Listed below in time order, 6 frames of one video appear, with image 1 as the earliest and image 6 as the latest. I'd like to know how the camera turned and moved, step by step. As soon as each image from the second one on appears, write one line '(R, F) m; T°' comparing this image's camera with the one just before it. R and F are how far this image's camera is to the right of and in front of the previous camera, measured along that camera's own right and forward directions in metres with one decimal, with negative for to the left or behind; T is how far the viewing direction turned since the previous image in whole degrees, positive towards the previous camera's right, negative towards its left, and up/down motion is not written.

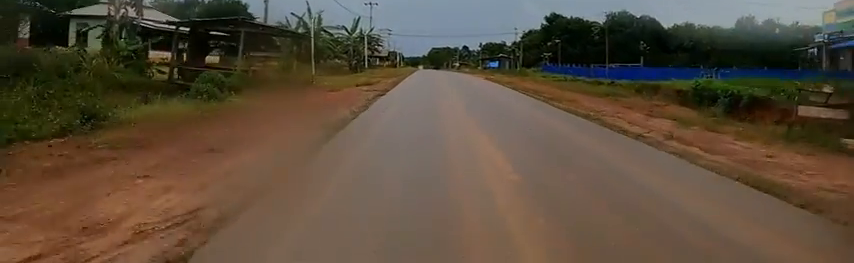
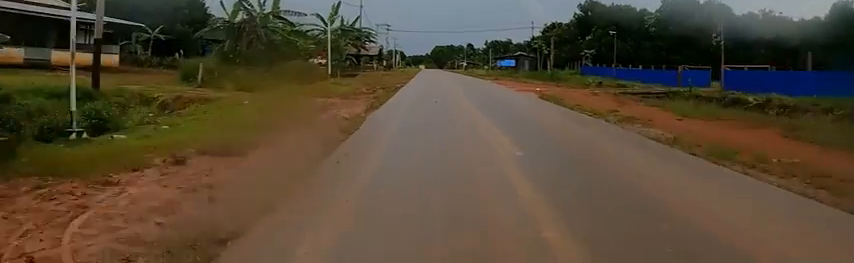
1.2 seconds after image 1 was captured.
(-0.5, +14.6) m; 0°
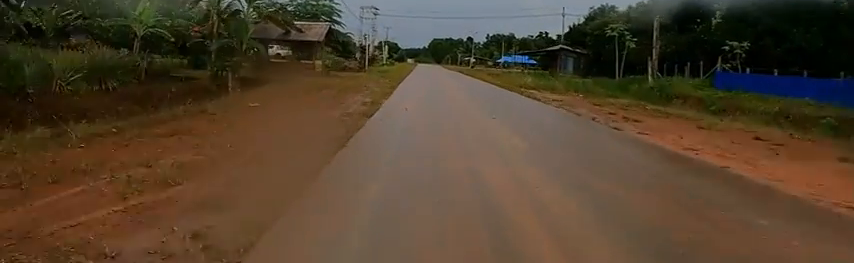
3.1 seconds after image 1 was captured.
(+1.4, +24.3) m; +2°
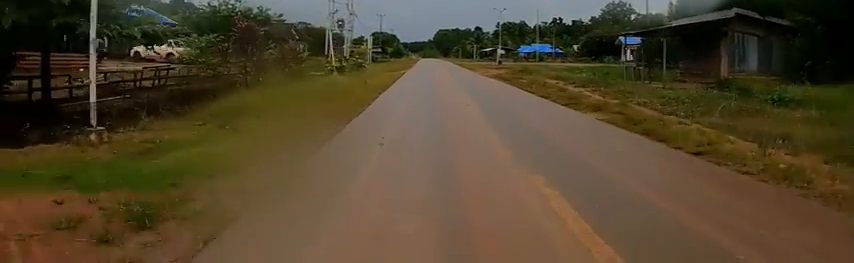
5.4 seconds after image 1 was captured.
(-0.4, +29.1) m; -1°
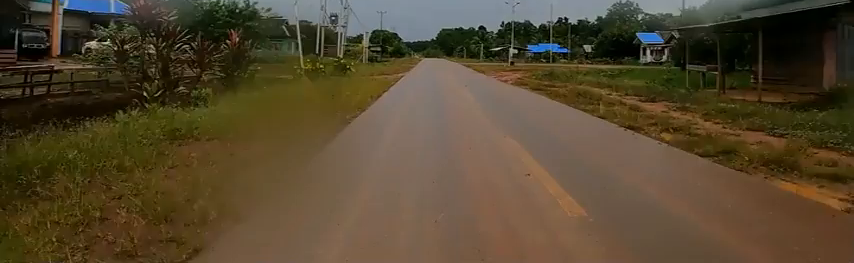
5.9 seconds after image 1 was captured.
(-0.2, +6.3) m; 0°
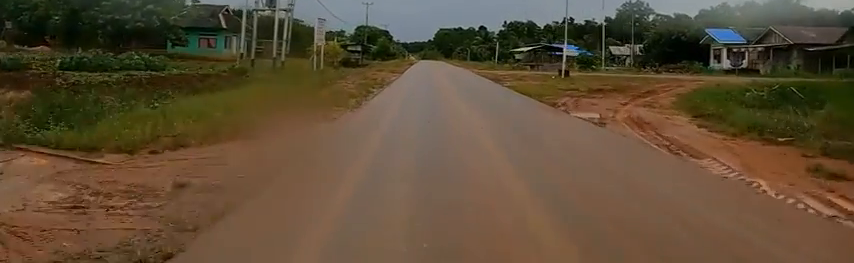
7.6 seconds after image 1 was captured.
(+0.3, +20.9) m; +3°
